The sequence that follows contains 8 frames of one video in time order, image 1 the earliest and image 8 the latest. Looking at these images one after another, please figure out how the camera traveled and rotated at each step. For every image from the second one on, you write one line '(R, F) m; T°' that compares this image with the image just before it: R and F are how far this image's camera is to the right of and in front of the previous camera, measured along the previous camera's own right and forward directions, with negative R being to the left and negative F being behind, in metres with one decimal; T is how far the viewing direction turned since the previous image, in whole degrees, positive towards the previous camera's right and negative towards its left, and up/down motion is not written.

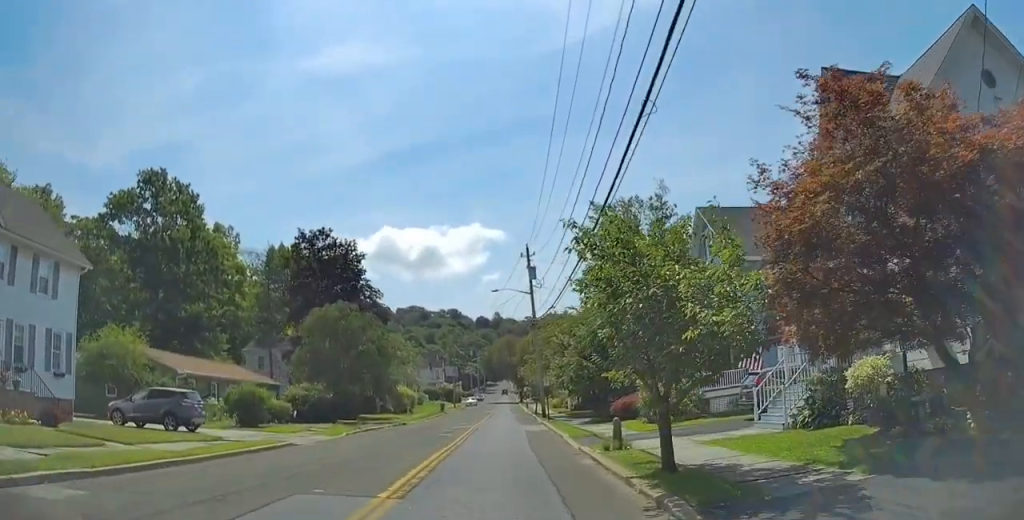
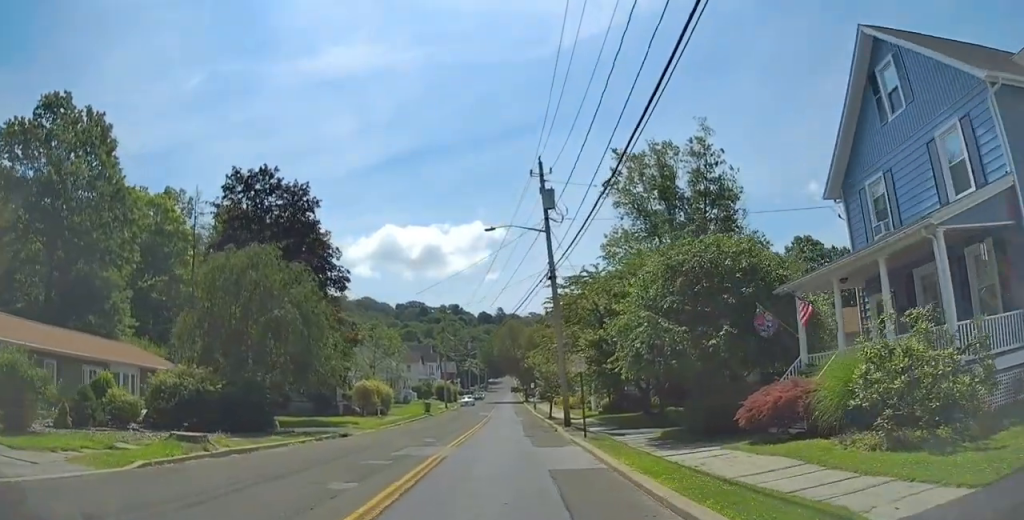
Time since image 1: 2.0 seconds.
(+0.4, +17.1) m; +3°
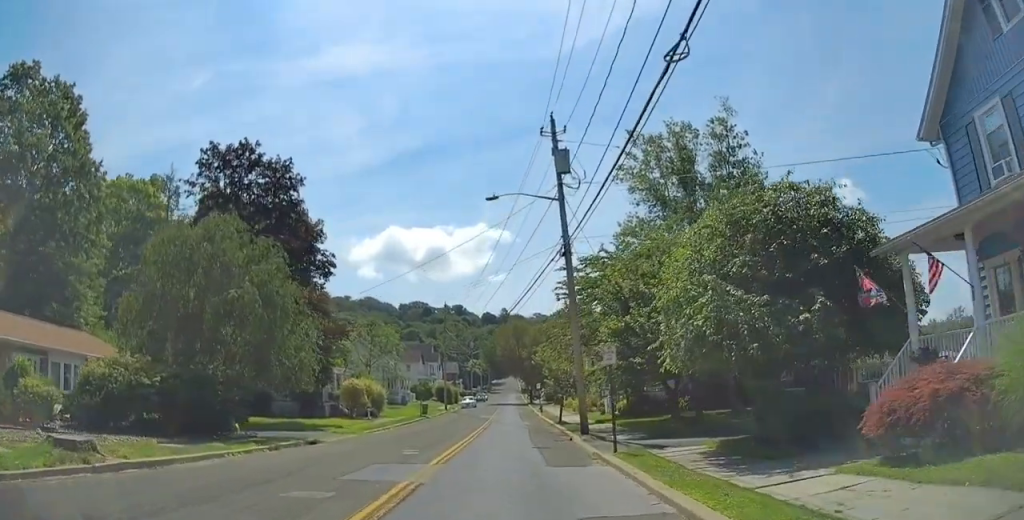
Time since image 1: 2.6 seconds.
(-0.1, +5.2) m; -2°
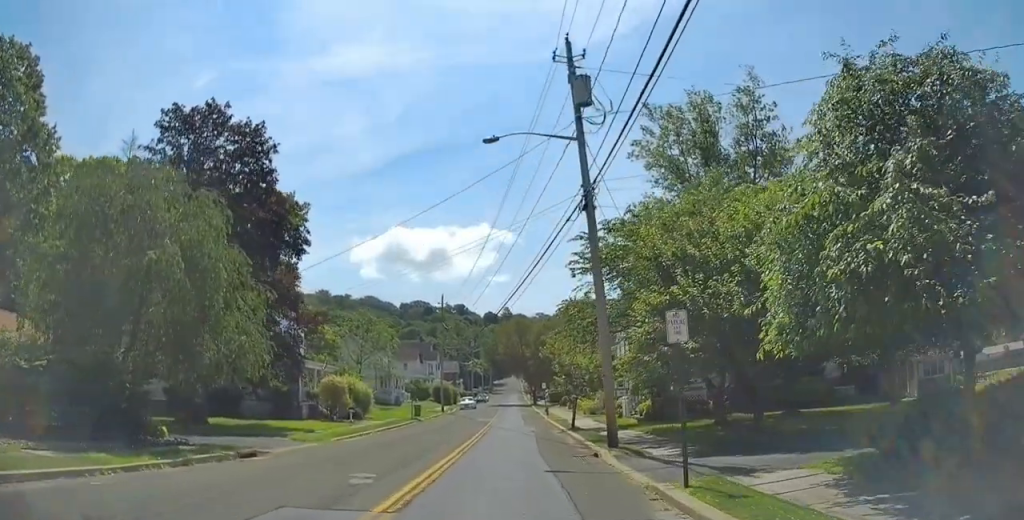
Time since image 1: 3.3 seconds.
(-0.1, +6.1) m; -2°
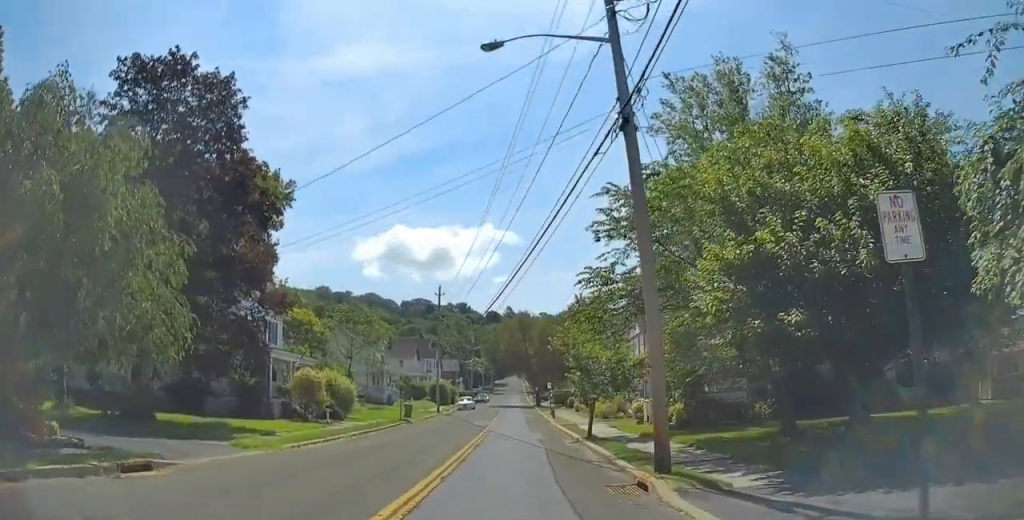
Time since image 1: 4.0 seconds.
(-0.1, +5.7) m; -1°
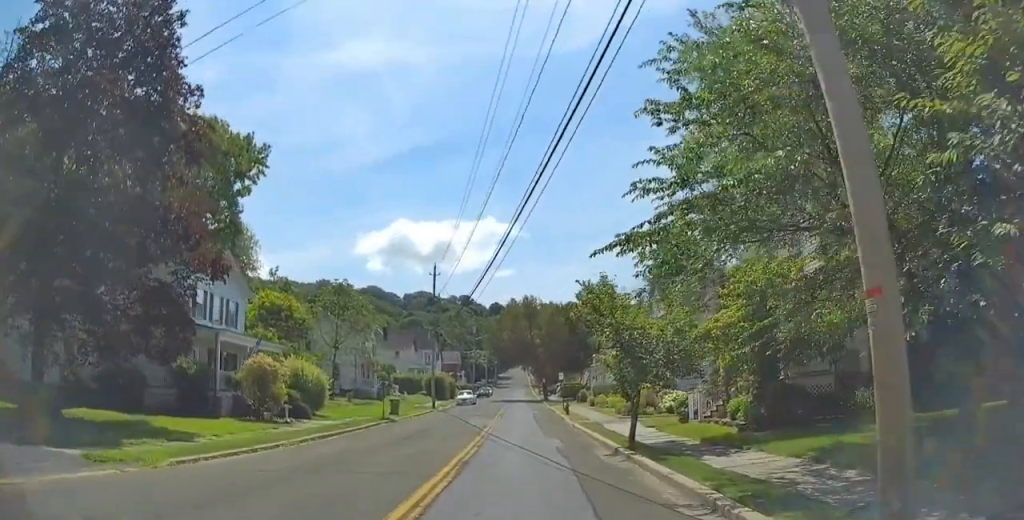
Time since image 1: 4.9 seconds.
(-0.1, +7.8) m; +1°
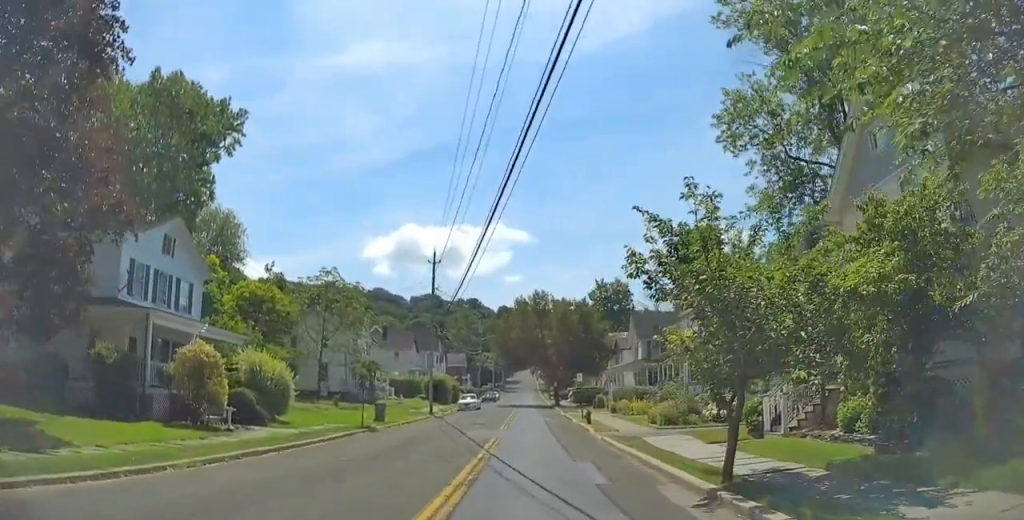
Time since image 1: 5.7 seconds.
(+0.3, +7.0) m; +2°
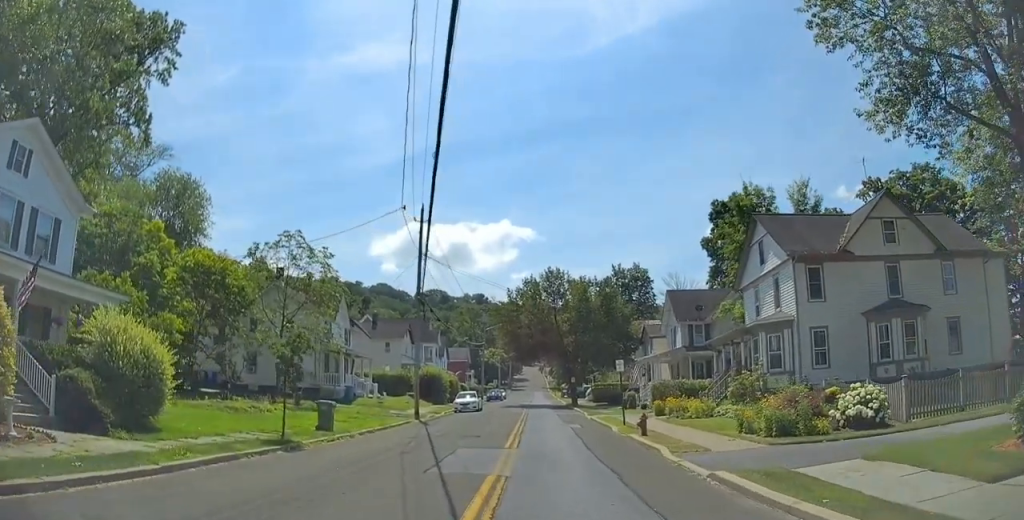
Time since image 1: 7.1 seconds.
(-0.1, +11.9) m; -2°
